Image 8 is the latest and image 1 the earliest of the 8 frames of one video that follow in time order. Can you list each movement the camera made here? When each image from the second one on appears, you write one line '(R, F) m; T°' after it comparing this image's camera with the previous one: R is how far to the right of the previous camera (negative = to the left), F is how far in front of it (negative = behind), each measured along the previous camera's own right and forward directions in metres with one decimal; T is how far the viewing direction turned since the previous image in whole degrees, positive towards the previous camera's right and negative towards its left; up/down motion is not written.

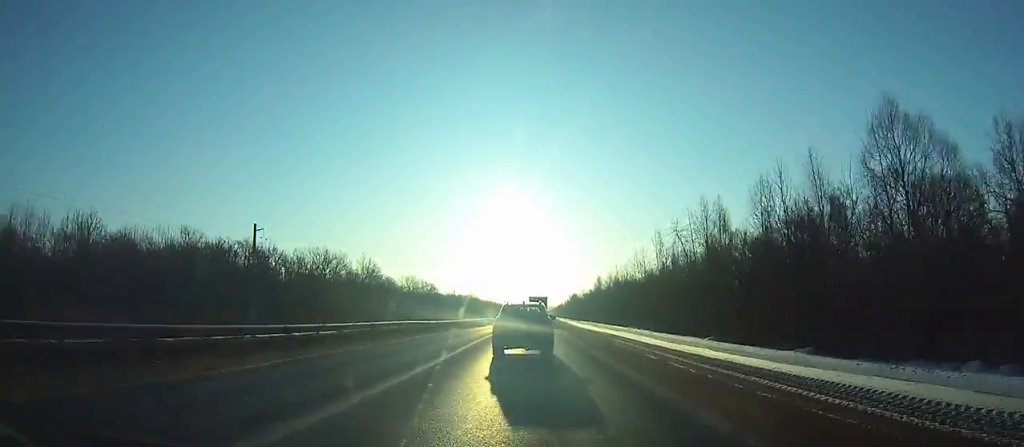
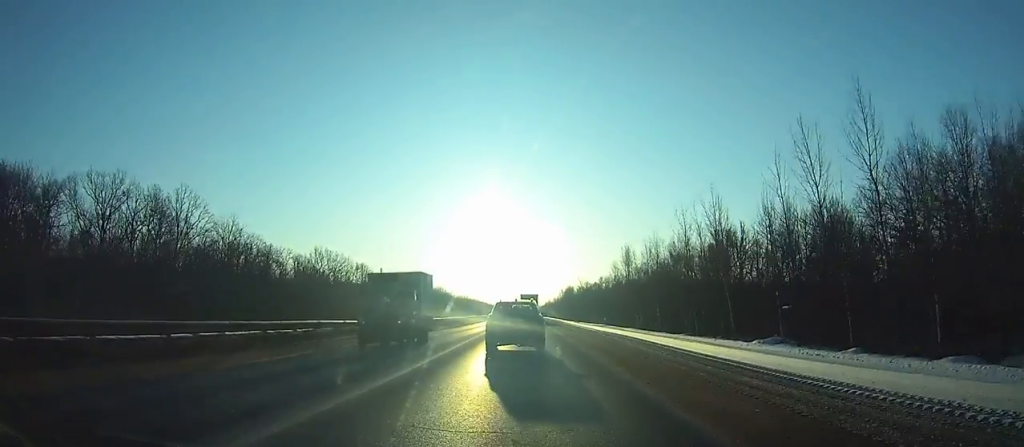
(+1.1, +79.7) m; +1°
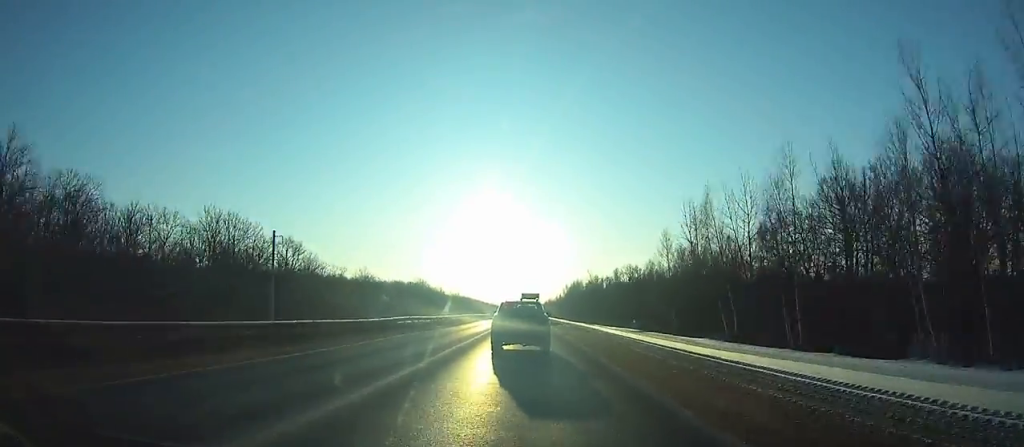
(-0.1, +48.6) m; 0°
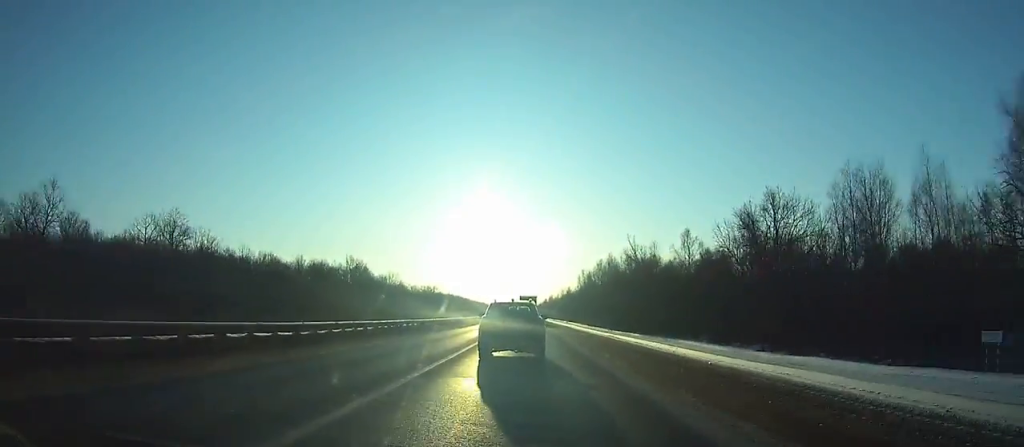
(+1.0, +95.6) m; +1°
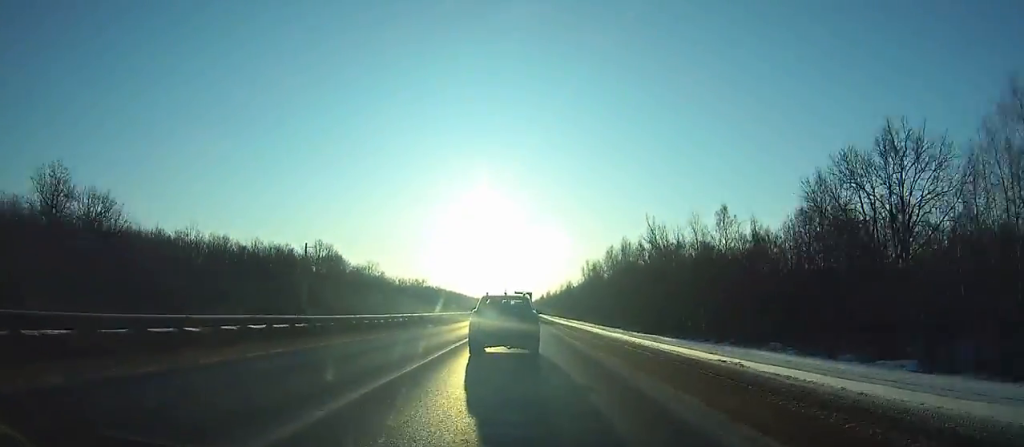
(+0.1, +23.1) m; 0°
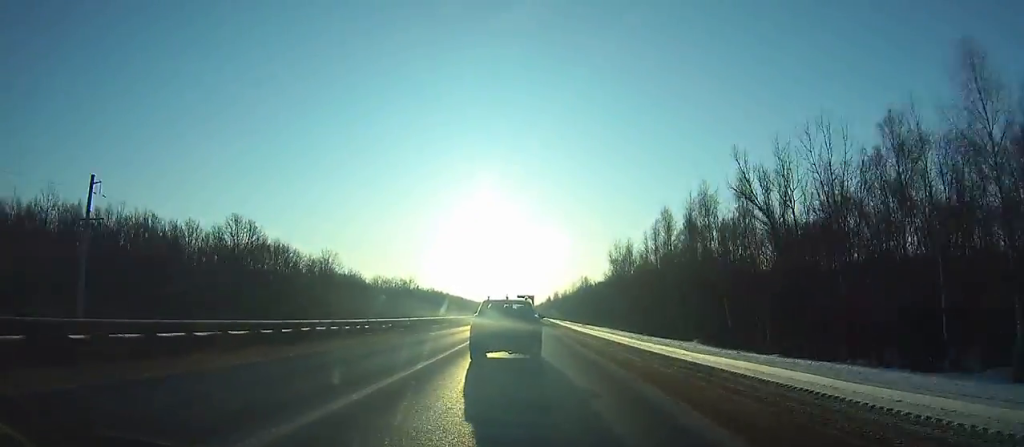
(+0.1, +46.0) m; 0°
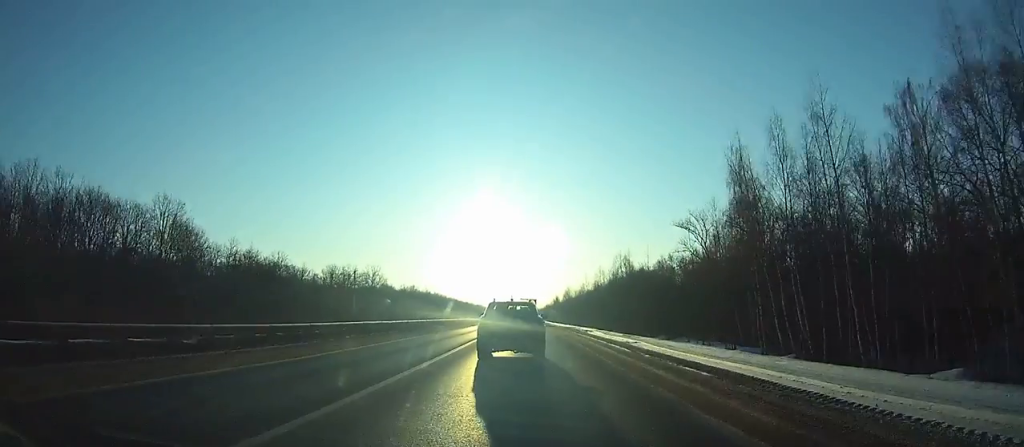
(-0.2, +69.8) m; 0°
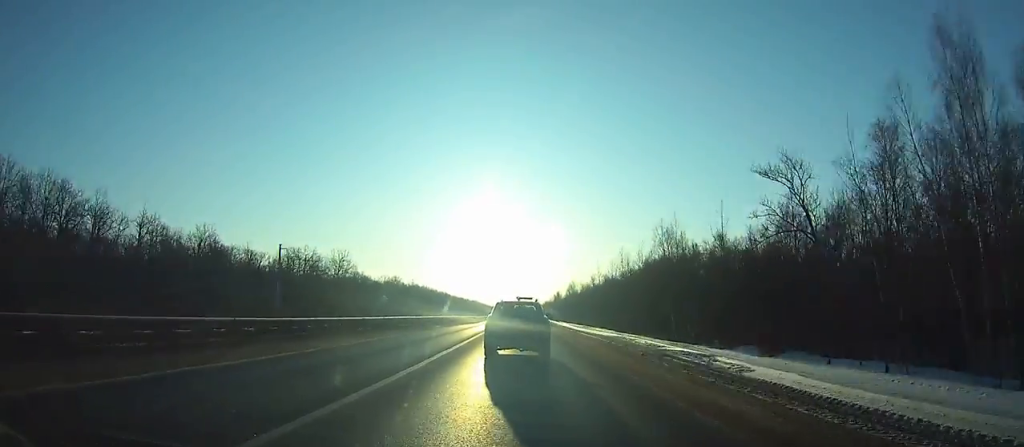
(0.0, +35.0) m; 0°
